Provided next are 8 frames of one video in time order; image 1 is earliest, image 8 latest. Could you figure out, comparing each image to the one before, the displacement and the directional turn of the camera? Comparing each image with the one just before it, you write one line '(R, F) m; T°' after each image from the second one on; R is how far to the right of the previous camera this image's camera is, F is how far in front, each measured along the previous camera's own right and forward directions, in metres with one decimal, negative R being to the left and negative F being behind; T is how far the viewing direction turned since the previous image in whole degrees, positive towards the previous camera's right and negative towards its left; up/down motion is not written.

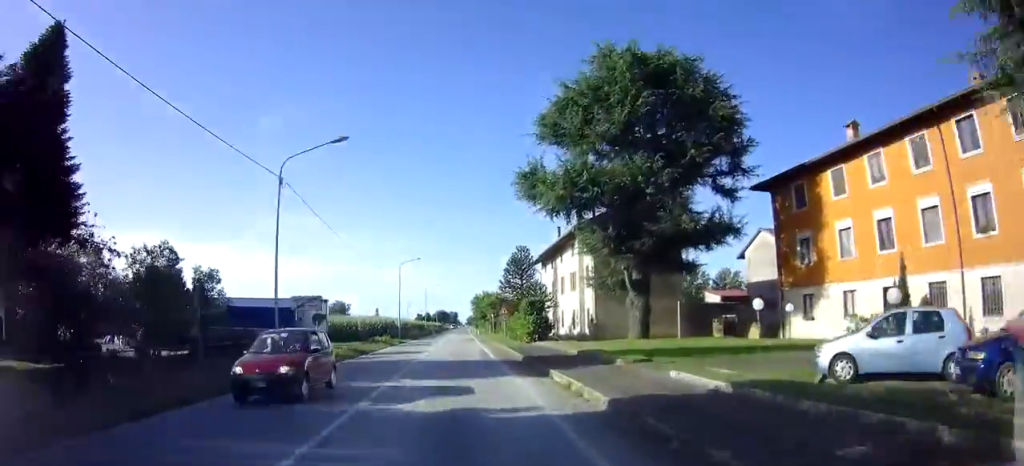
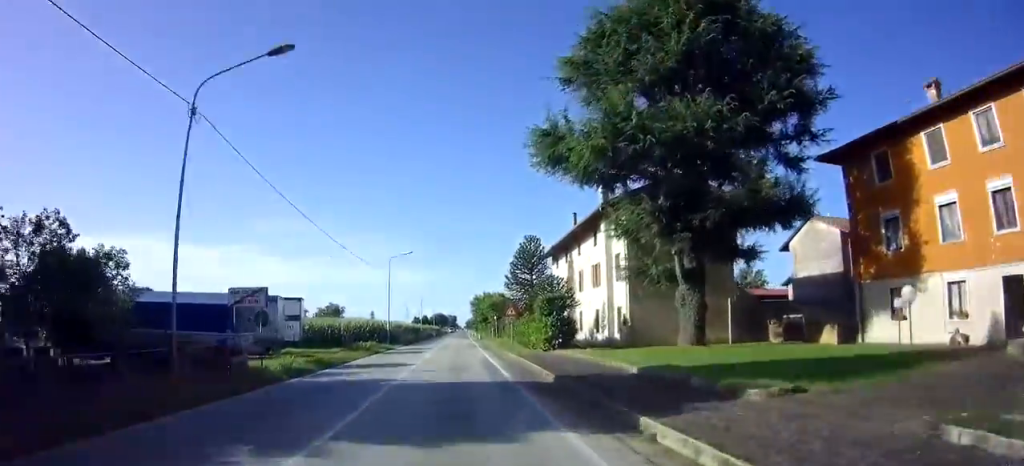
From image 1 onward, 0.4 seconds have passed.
(0.0, +7.1) m; 0°
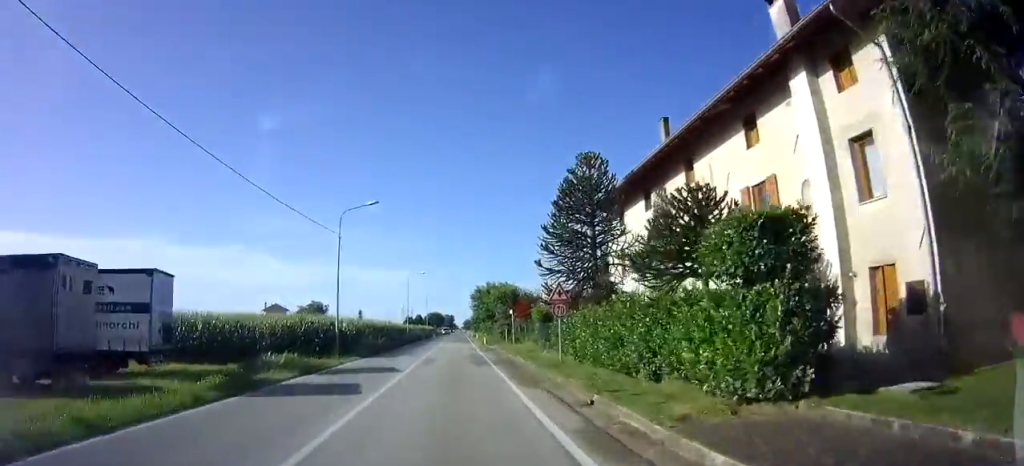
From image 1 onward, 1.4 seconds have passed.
(+0.2, +19.0) m; 0°
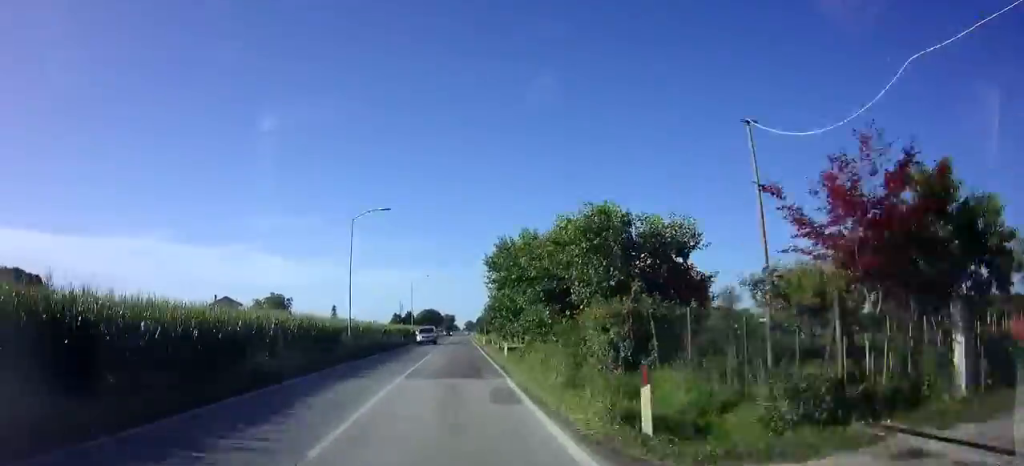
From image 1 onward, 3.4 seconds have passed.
(-0.8, +37.6) m; -1°
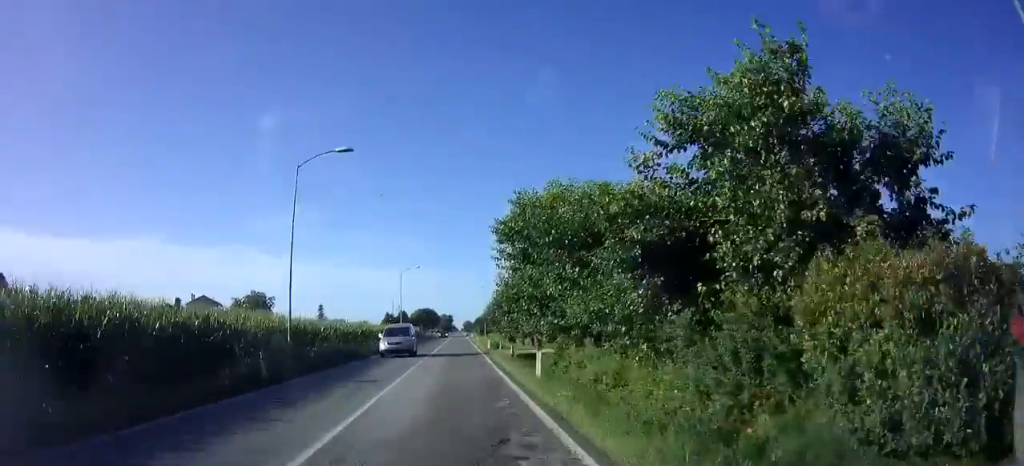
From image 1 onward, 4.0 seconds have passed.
(+0.2, +10.9) m; +1°
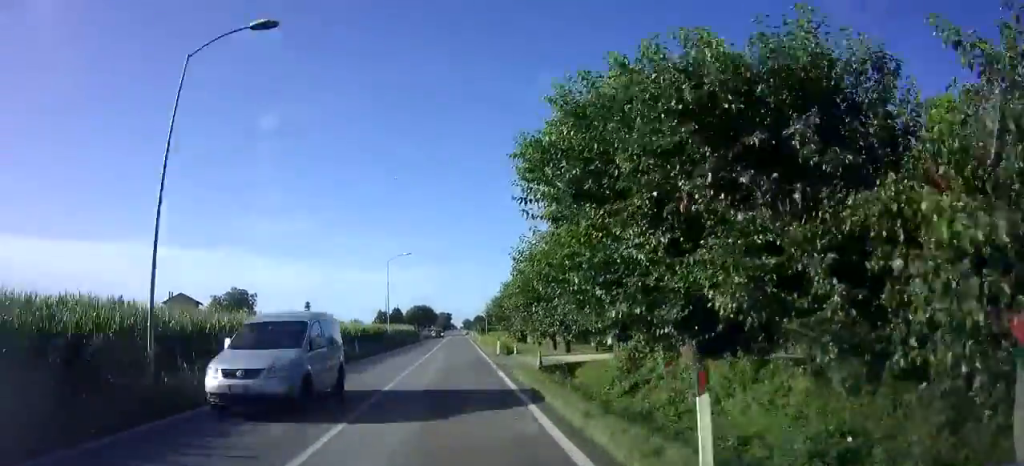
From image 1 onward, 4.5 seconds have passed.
(+0.1, +9.6) m; +1°
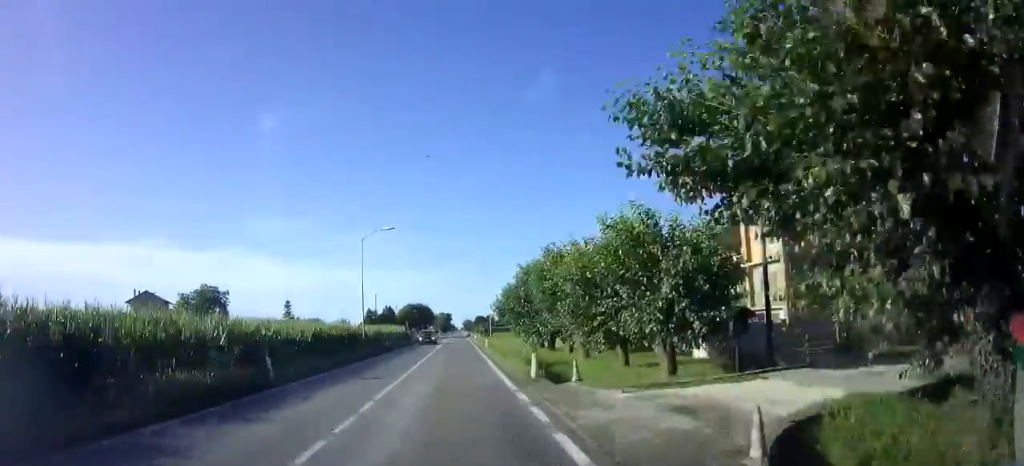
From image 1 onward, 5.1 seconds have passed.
(+0.1, +13.1) m; 0°
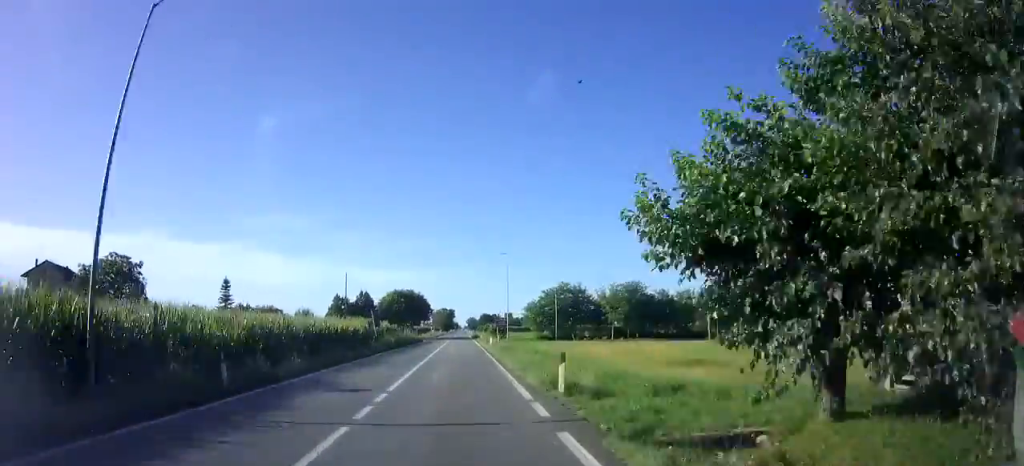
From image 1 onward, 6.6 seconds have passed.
(-0.2, +29.0) m; -1°
